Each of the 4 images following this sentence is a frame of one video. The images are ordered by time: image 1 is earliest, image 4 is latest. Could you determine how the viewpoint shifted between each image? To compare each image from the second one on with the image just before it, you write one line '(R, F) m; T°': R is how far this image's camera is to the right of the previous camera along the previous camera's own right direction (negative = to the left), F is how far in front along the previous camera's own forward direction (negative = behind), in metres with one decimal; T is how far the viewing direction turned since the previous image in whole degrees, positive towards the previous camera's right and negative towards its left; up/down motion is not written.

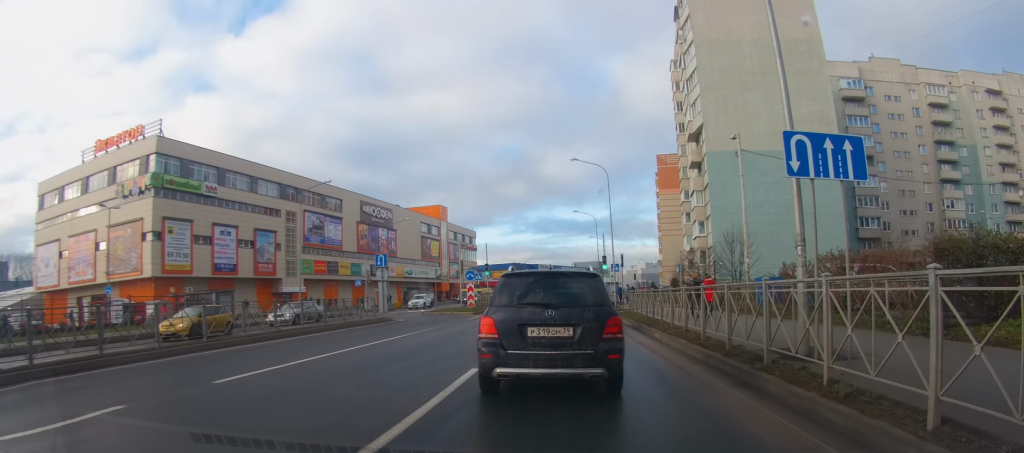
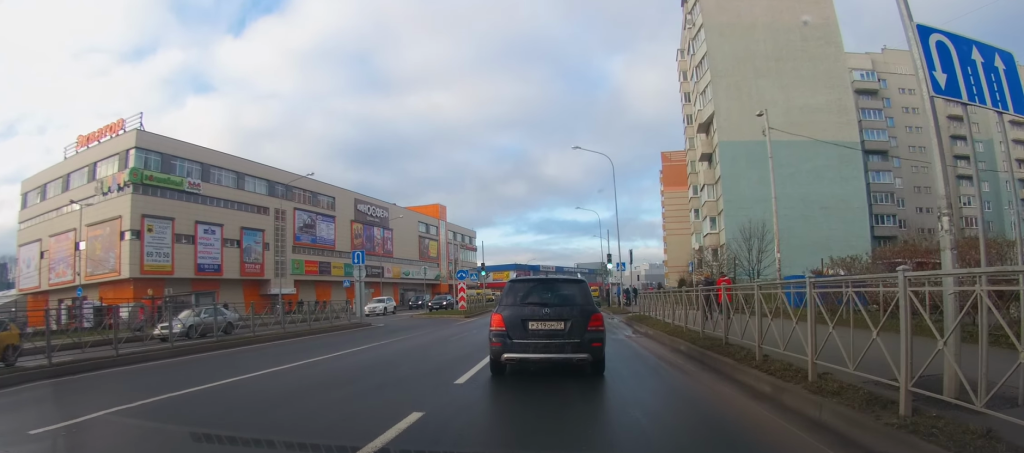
(-0.2, +3.3) m; -5°
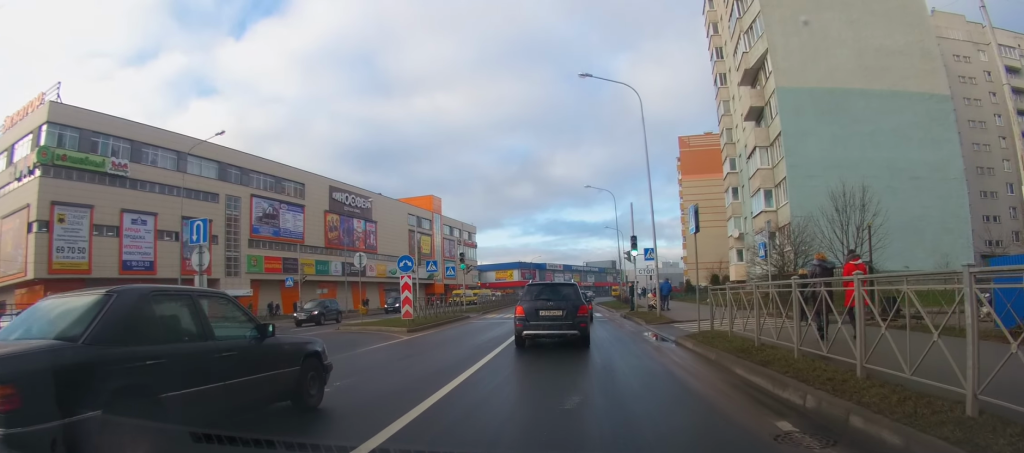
(-0.3, +11.5) m; -3°
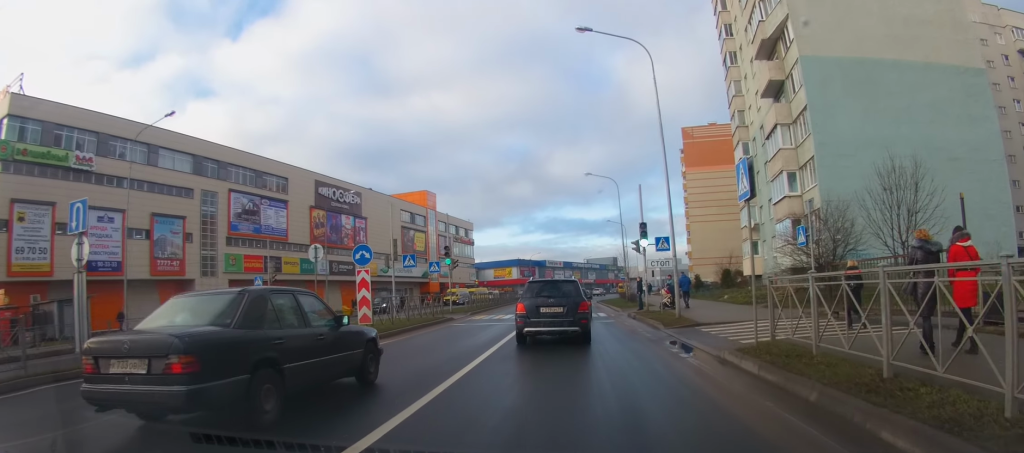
(0.0, +4.0) m; +1°
